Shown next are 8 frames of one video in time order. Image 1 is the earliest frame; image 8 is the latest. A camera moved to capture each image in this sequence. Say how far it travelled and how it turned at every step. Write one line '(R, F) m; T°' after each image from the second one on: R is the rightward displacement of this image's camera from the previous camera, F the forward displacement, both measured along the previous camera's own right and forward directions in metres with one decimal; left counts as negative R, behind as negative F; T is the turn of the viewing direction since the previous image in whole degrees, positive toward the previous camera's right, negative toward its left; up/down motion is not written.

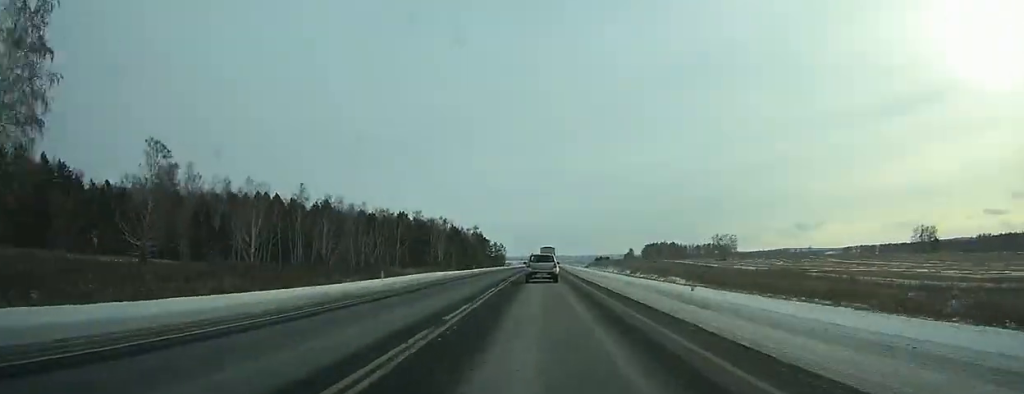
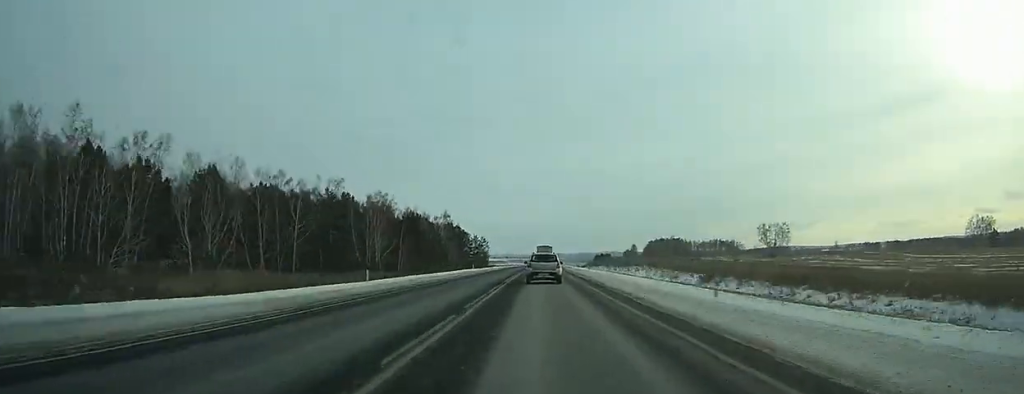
(+0.2, +49.0) m; 0°
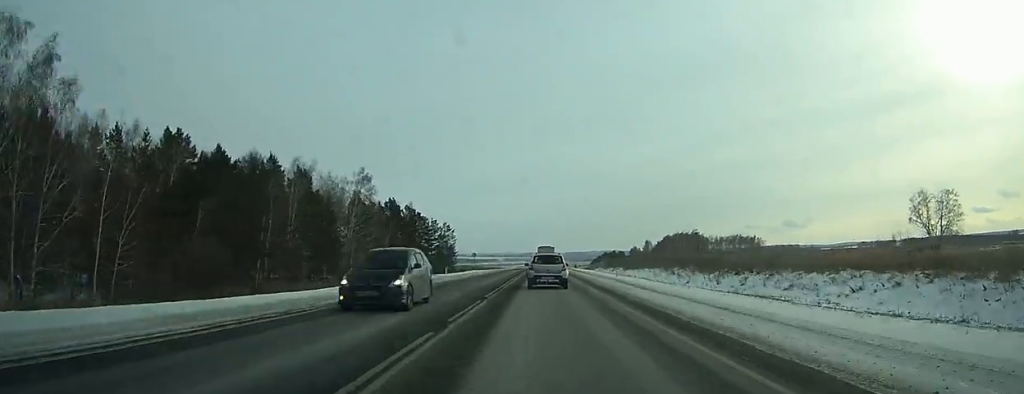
(+0.4, +73.1) m; 0°
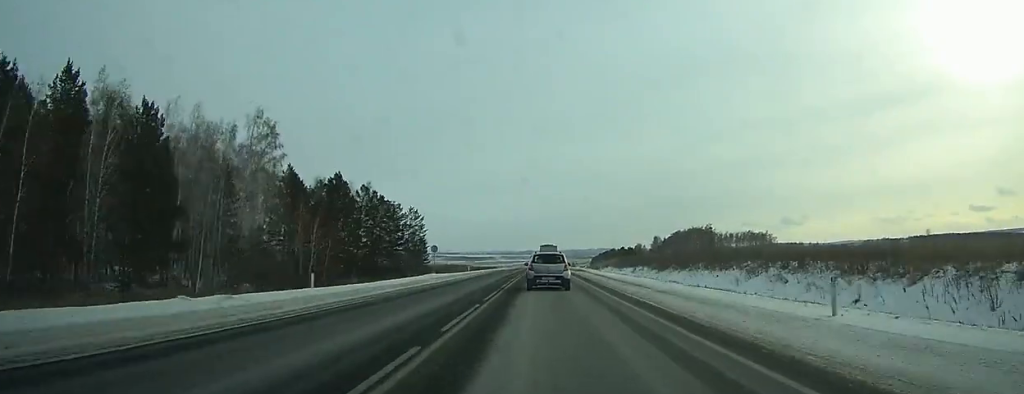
(0.0, +35.4) m; 0°
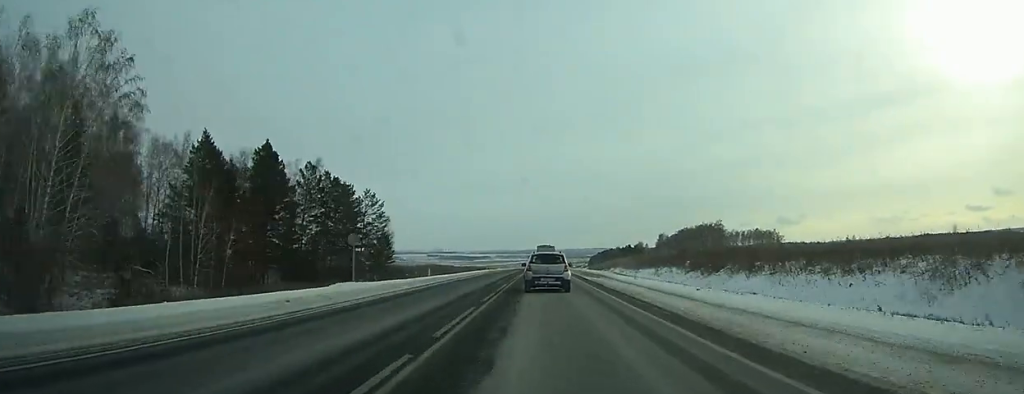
(0.0, +25.9) m; 0°
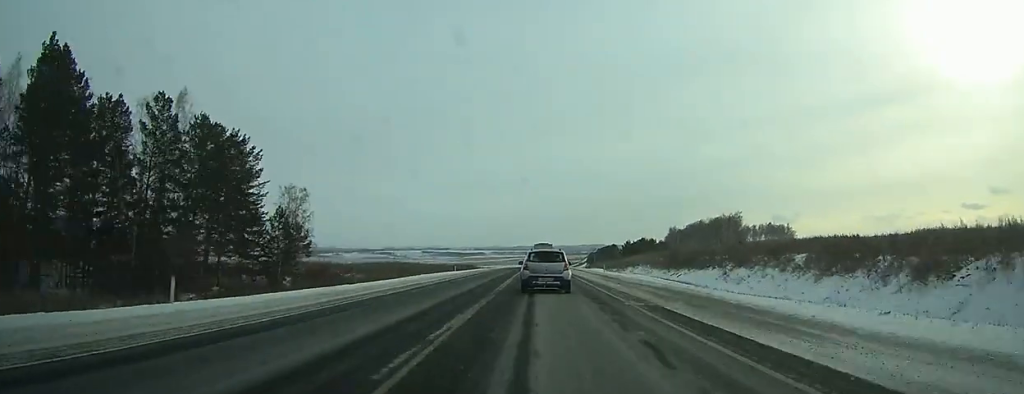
(+0.1, +34.7) m; 0°
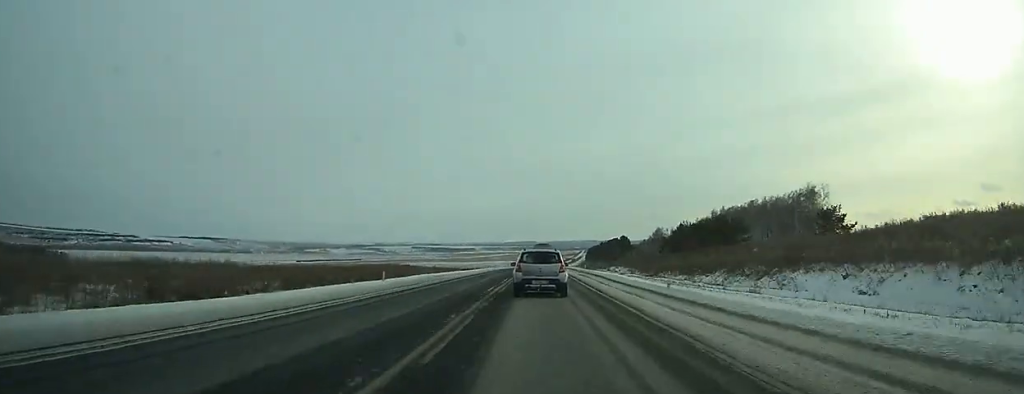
(+0.7, +77.6) m; +1°
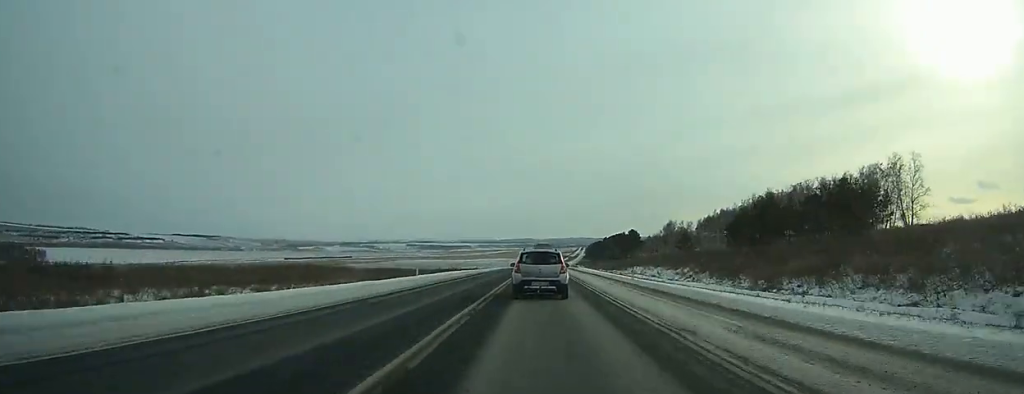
(+0.1, +39.8) m; 0°
